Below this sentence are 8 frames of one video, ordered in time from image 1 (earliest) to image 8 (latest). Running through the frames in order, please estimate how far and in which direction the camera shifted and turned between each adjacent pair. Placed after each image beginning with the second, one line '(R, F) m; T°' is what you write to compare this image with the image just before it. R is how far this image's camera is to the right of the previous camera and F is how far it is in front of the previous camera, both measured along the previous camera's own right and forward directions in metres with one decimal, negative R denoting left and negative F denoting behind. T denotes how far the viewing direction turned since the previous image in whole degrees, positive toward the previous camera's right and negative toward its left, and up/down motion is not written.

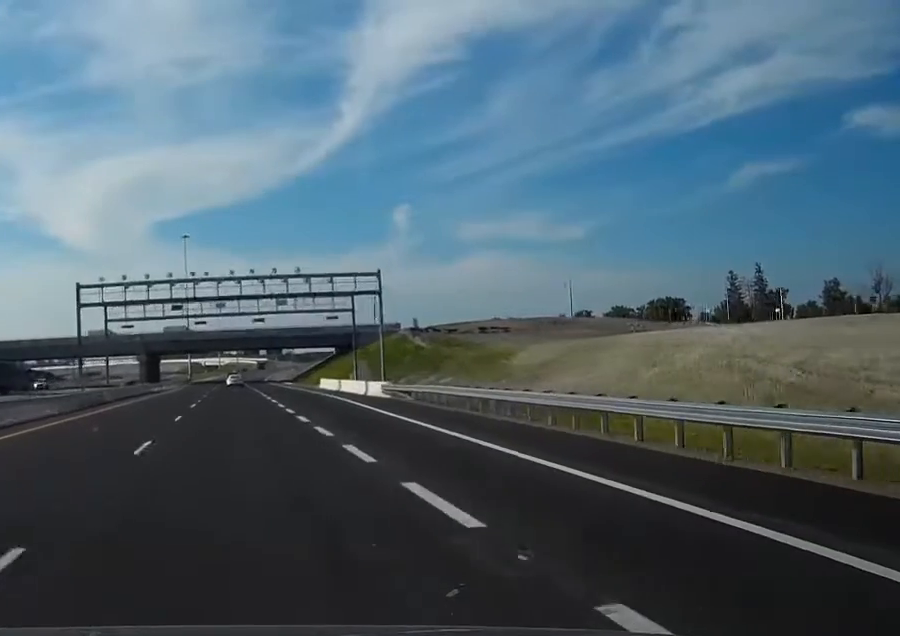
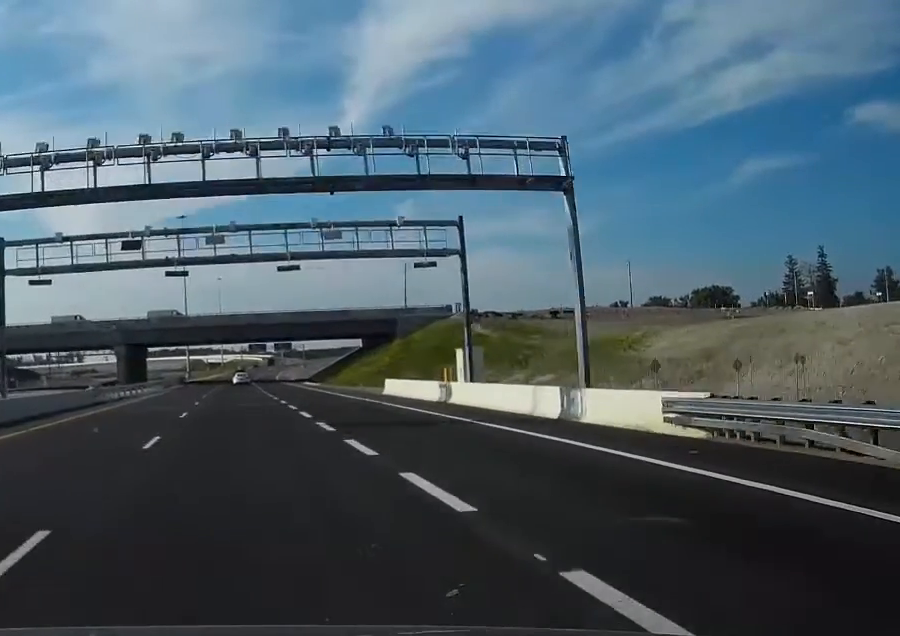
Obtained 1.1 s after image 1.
(0.0, +34.8) m; 0°
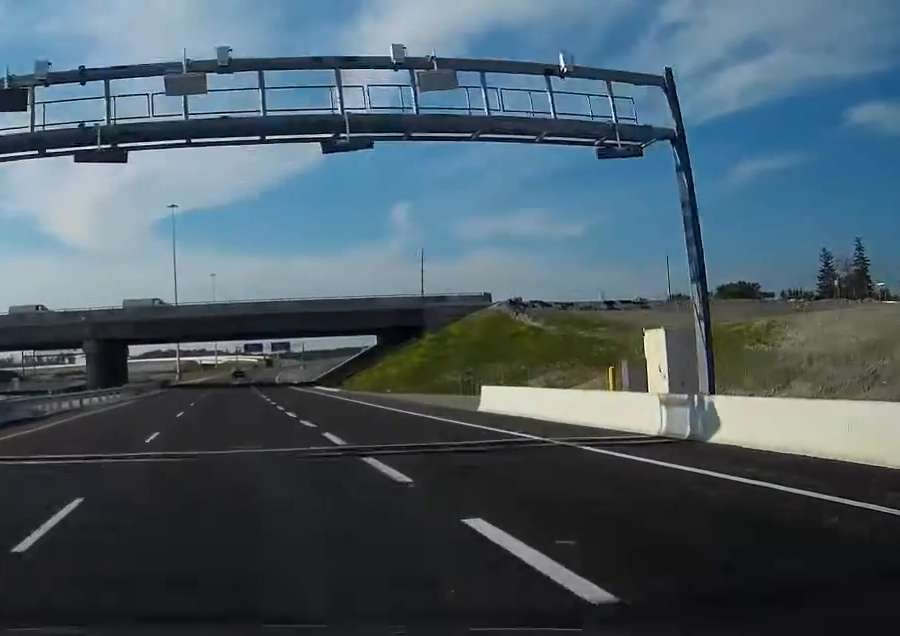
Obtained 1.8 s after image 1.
(0.0, +21.3) m; 0°
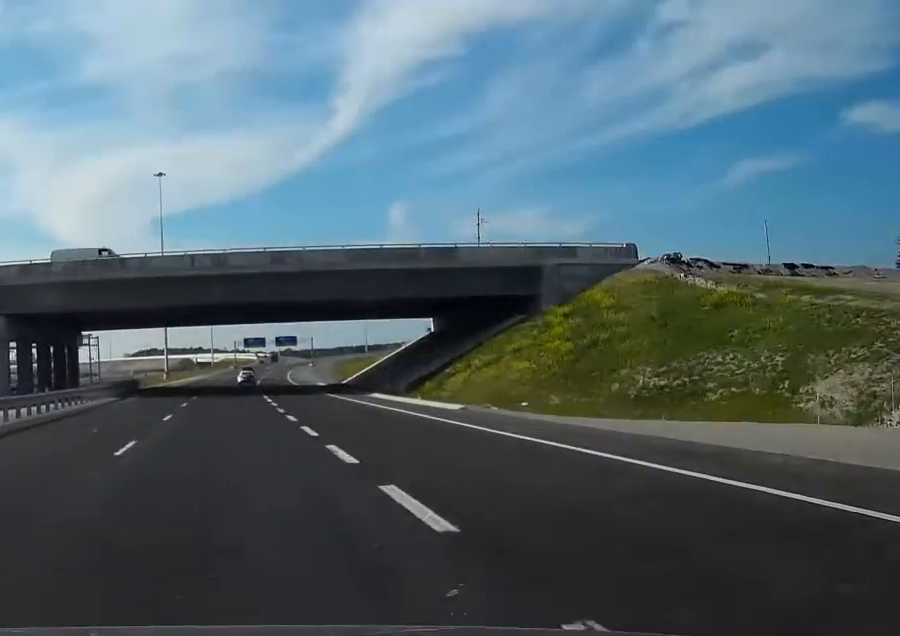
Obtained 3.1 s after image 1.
(+0.2, +38.9) m; 0°
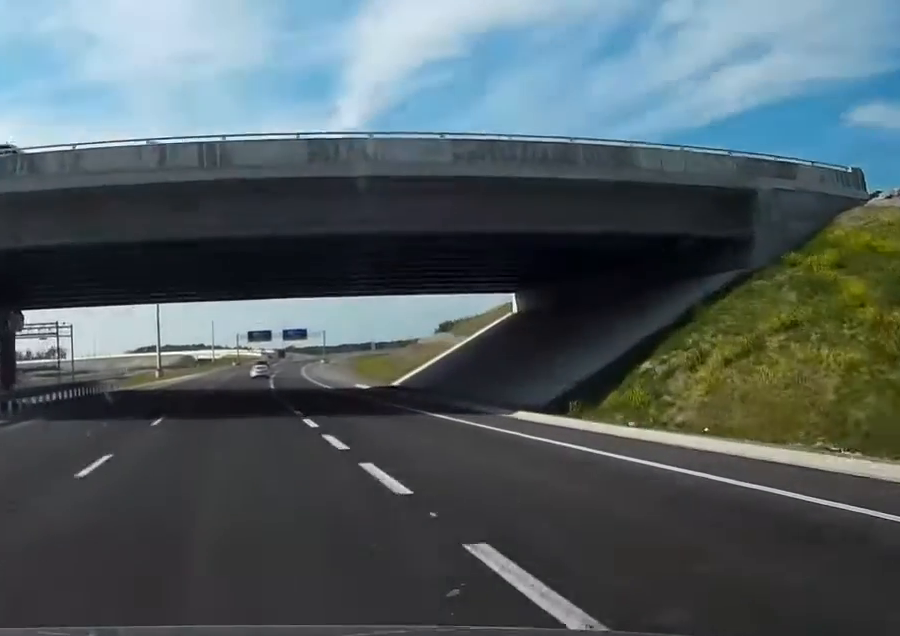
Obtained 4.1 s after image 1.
(0.0, +27.4) m; 0°
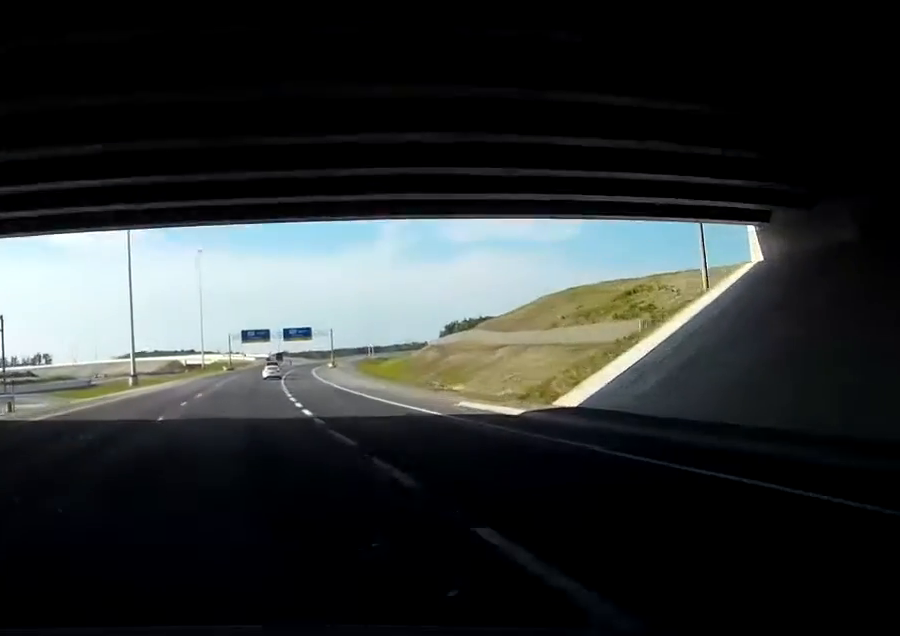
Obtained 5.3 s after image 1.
(0.0, +34.7) m; 0°
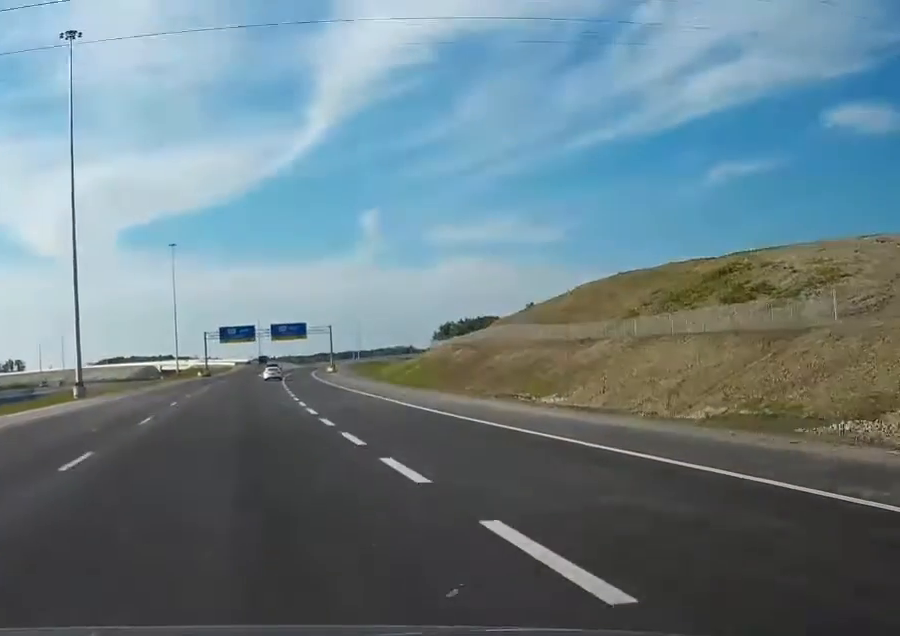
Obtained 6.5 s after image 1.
(-0.2, +35.3) m; +1°
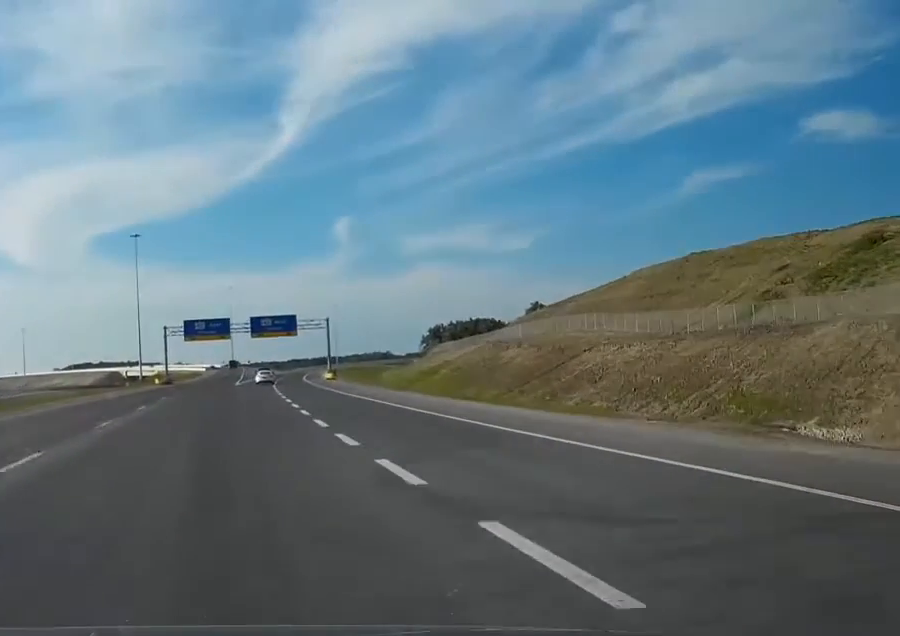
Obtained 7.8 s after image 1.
(+0.9, +36.0) m; +3°
